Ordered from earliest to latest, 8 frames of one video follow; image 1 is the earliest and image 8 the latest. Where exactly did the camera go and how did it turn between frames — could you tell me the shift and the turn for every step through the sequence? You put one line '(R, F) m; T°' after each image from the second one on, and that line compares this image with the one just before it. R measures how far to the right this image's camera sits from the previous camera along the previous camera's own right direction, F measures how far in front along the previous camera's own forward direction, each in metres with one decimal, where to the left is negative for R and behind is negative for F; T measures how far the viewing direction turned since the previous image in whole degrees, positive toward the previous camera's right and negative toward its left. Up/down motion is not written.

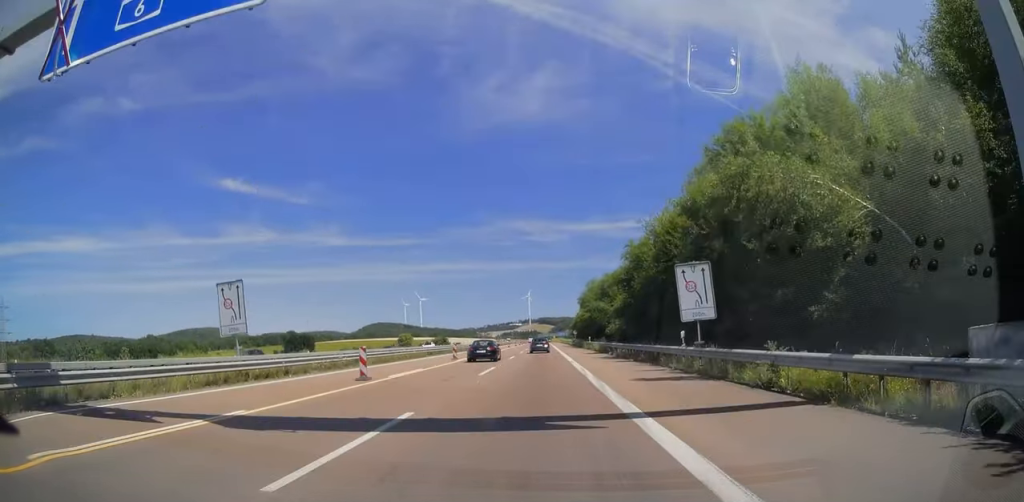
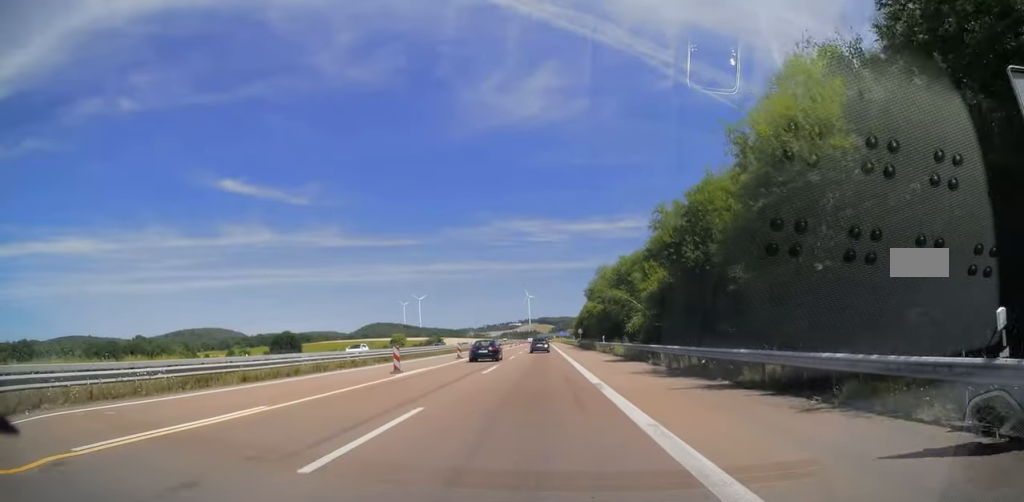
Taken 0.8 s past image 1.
(+0.4, +16.8) m; -1°
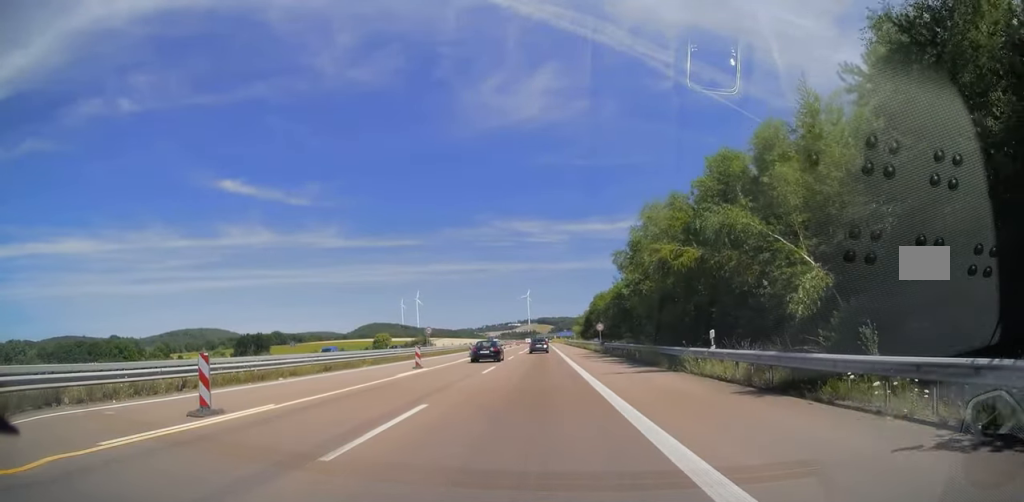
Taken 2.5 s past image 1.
(-0.7, +34.8) m; 0°
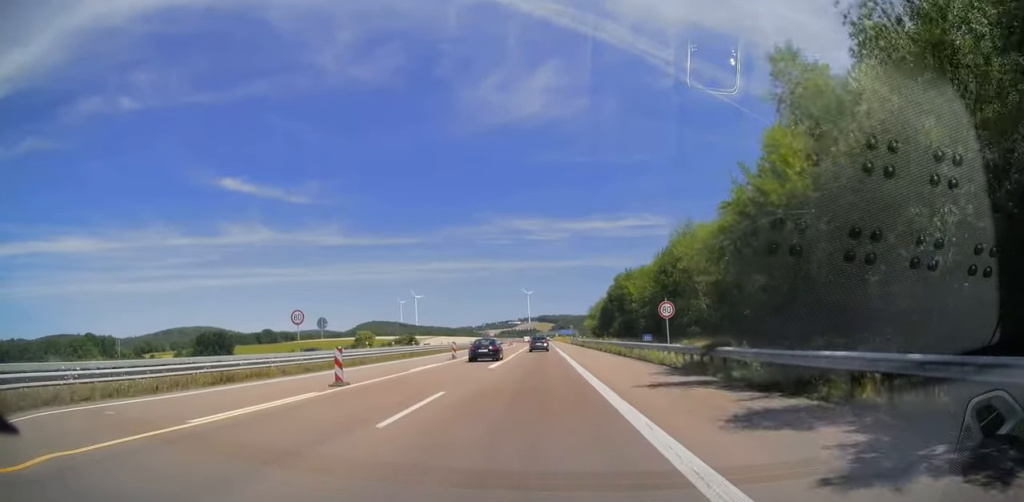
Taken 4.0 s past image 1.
(+0.2, +33.0) m; 0°
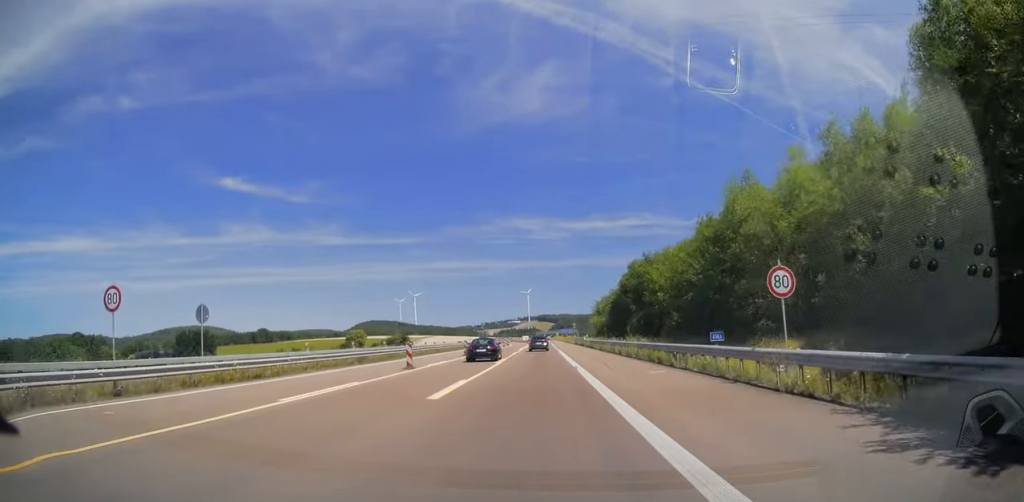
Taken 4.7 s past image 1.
(-0.3, +13.8) m; 0°
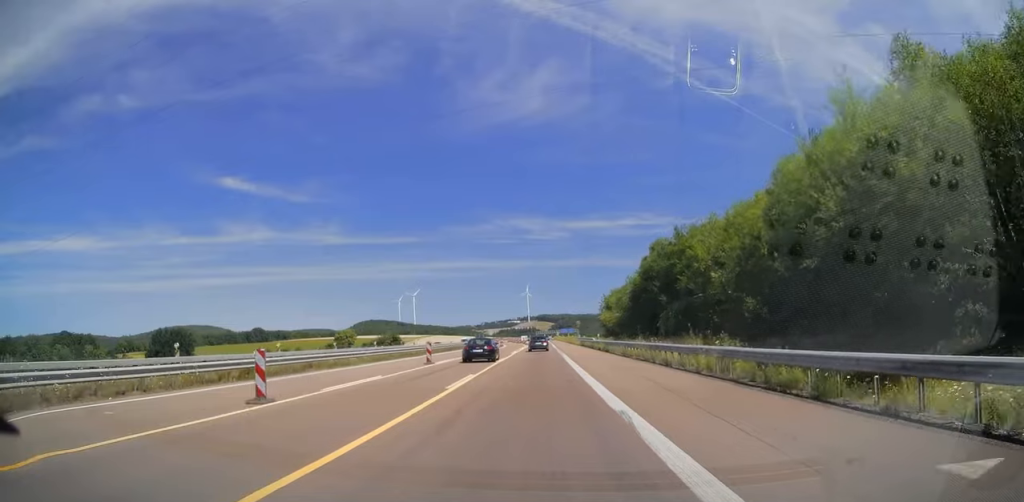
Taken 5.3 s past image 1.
(+0.2, +15.3) m; 0°
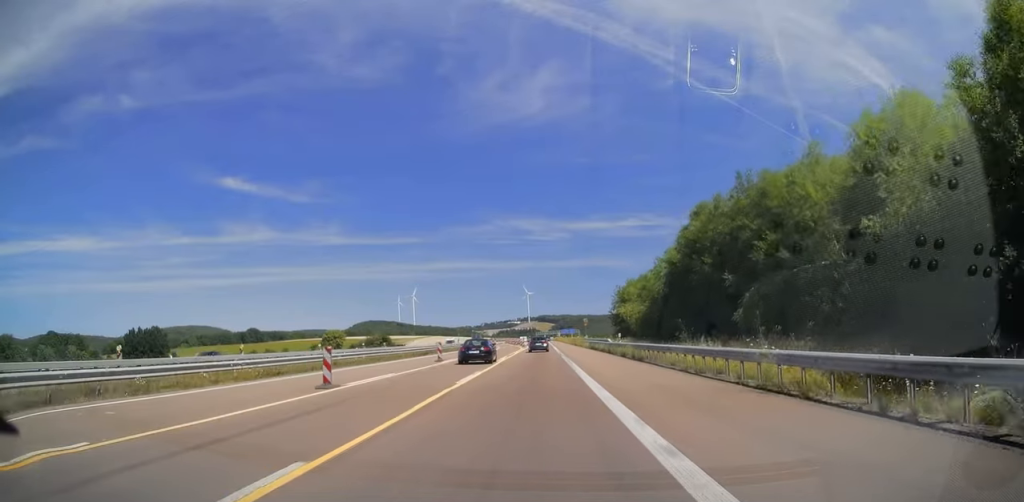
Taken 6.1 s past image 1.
(+0.1, +16.0) m; 0°
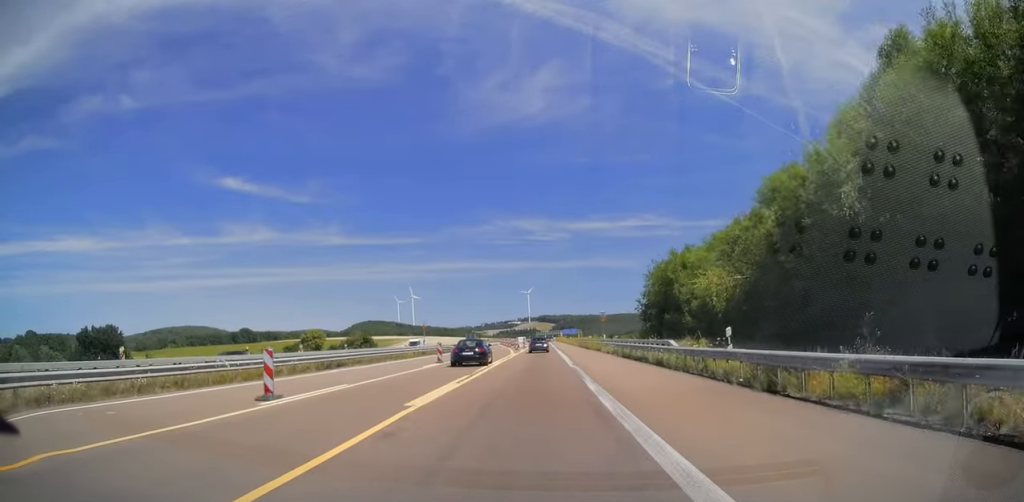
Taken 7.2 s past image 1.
(-0.2, +24.2) m; 0°
